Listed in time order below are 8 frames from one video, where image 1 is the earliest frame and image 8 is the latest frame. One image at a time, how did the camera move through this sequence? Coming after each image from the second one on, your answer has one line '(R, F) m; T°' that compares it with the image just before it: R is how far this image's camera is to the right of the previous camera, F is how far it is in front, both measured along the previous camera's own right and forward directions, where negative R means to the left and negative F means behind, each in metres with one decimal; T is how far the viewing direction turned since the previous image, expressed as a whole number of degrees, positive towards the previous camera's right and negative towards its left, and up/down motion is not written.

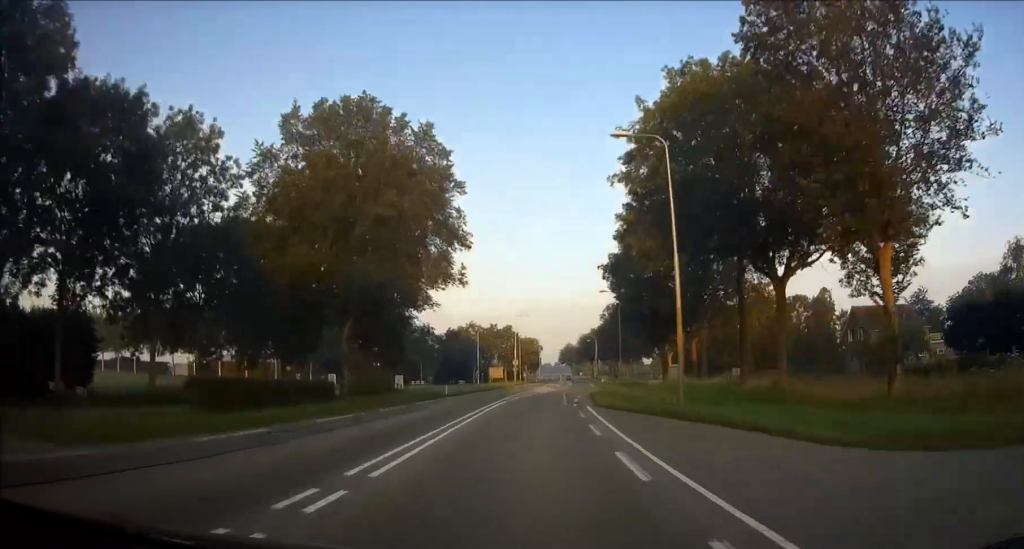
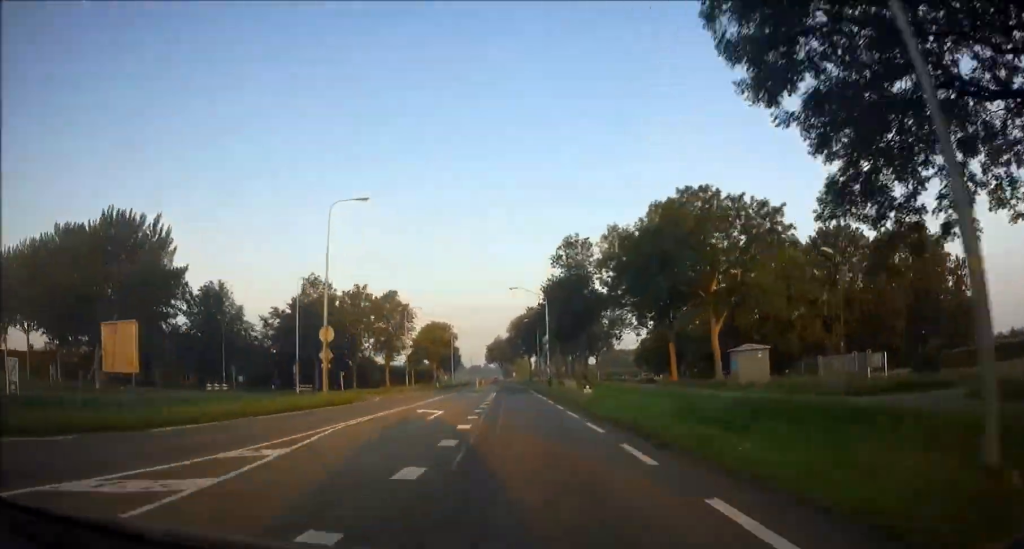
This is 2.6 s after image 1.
(+3.2, +61.4) m; +4°
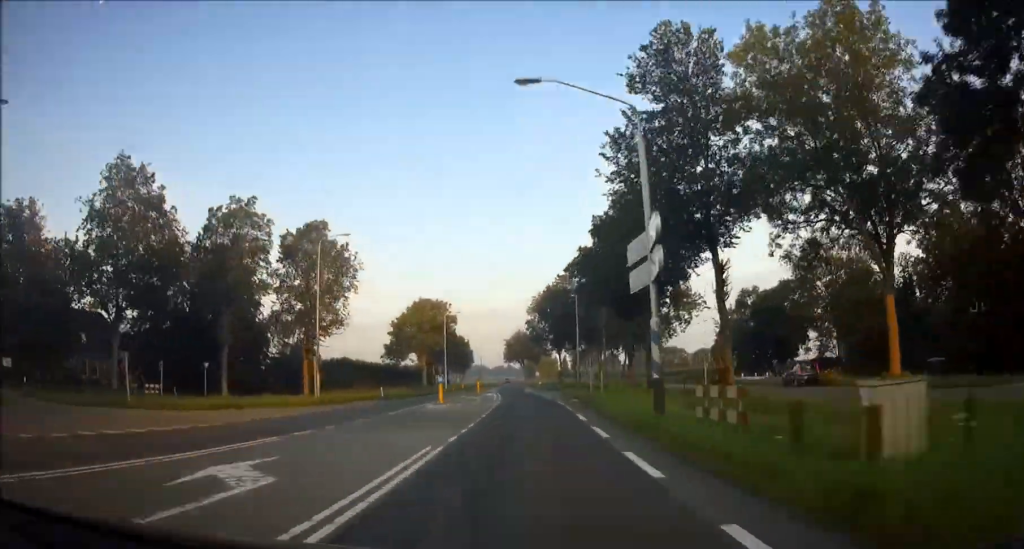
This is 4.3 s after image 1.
(+0.1, +41.0) m; -1°
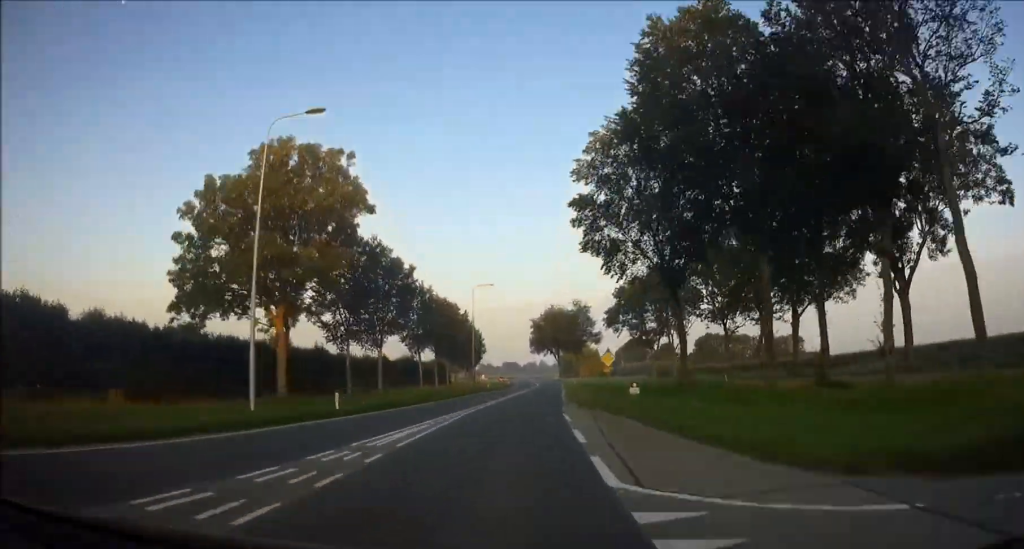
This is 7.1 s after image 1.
(-1.3, +64.5) m; -2°
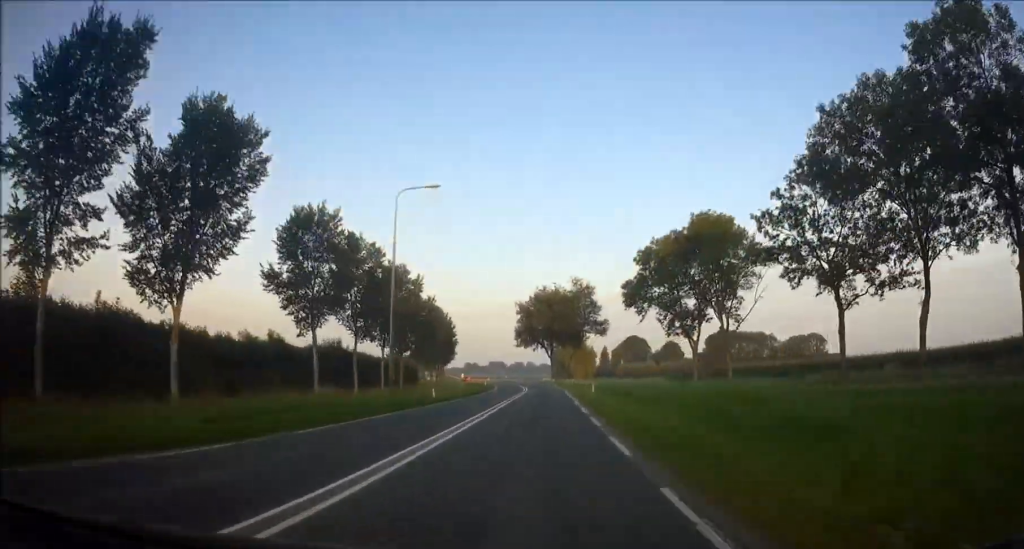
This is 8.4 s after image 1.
(0.0, +31.5) m; 0°
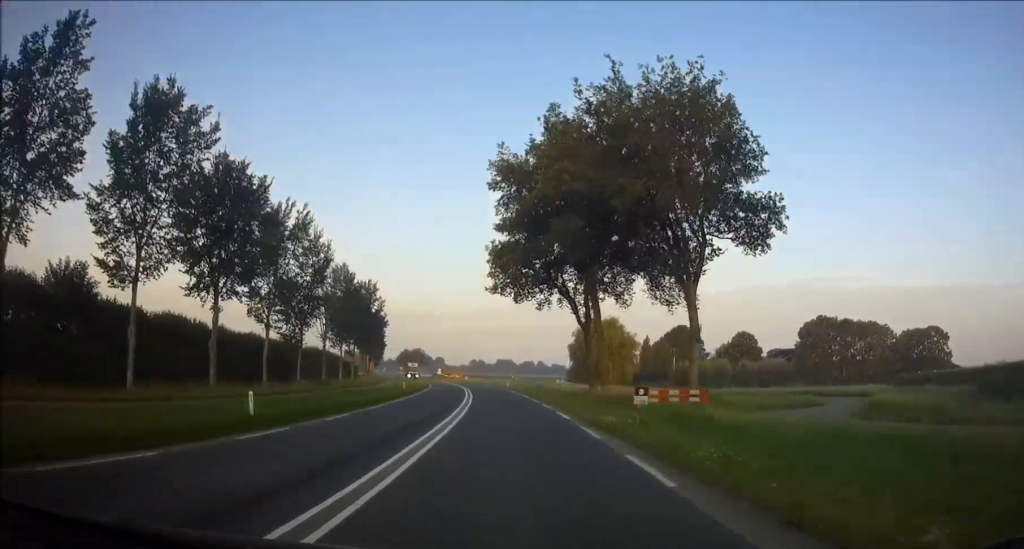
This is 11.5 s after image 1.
(0.0, +74.0) m; -2°
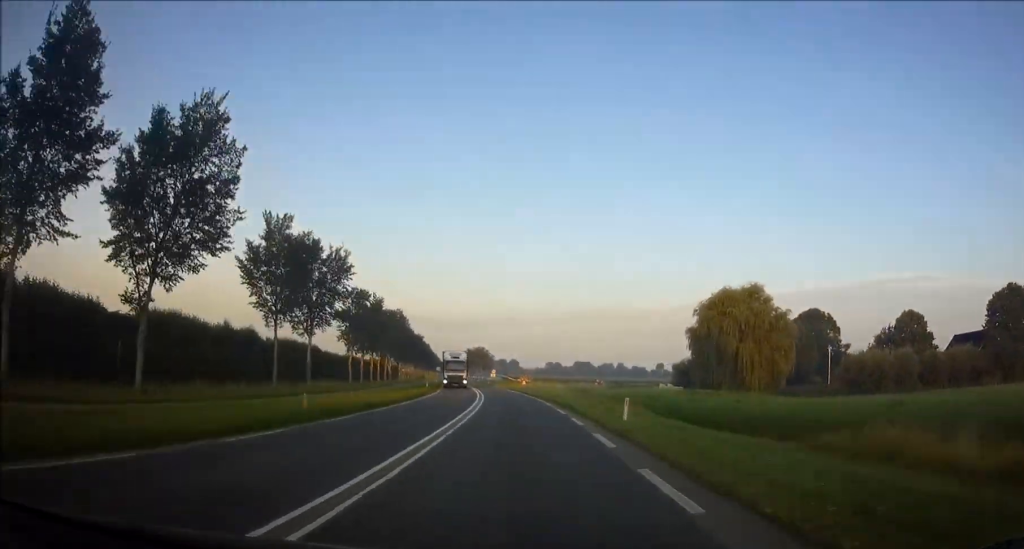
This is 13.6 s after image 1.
(-2.1, +48.8) m; -6°
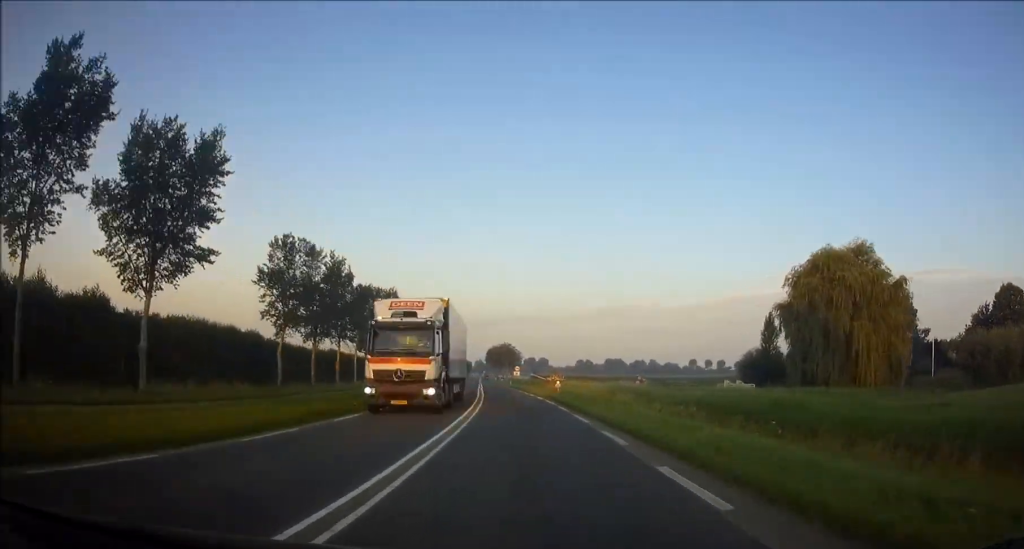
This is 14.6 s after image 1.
(-0.8, +23.6) m; -3°
